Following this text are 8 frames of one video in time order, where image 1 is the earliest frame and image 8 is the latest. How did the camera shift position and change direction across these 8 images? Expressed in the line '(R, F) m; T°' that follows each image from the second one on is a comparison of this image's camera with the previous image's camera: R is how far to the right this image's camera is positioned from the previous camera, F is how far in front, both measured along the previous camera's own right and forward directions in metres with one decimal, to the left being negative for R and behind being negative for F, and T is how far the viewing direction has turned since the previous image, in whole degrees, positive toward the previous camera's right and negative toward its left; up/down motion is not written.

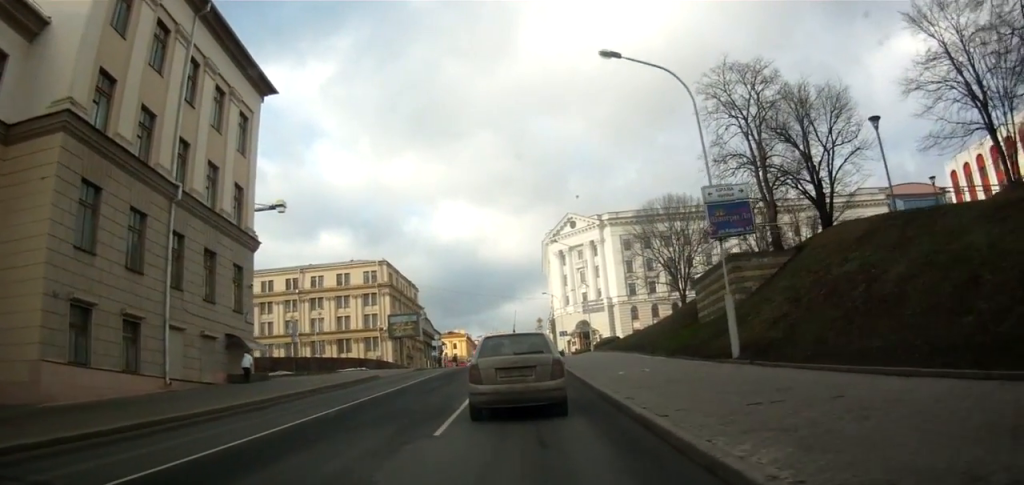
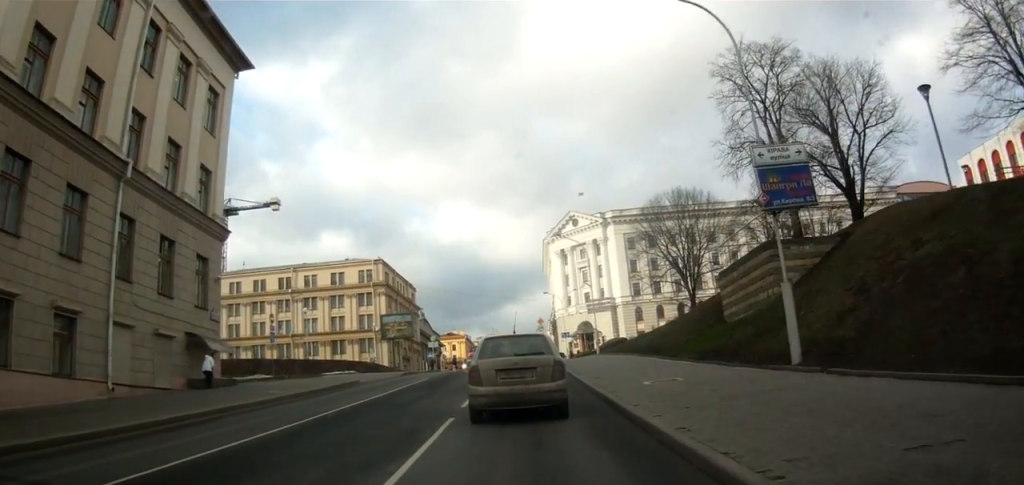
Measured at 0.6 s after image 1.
(-0.1, +3.9) m; -1°
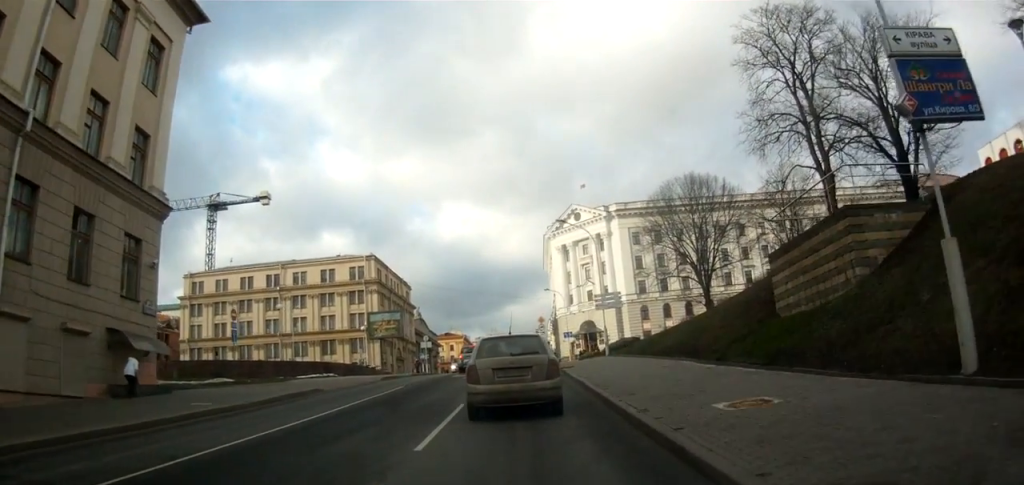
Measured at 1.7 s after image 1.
(0.0, +5.6) m; +1°
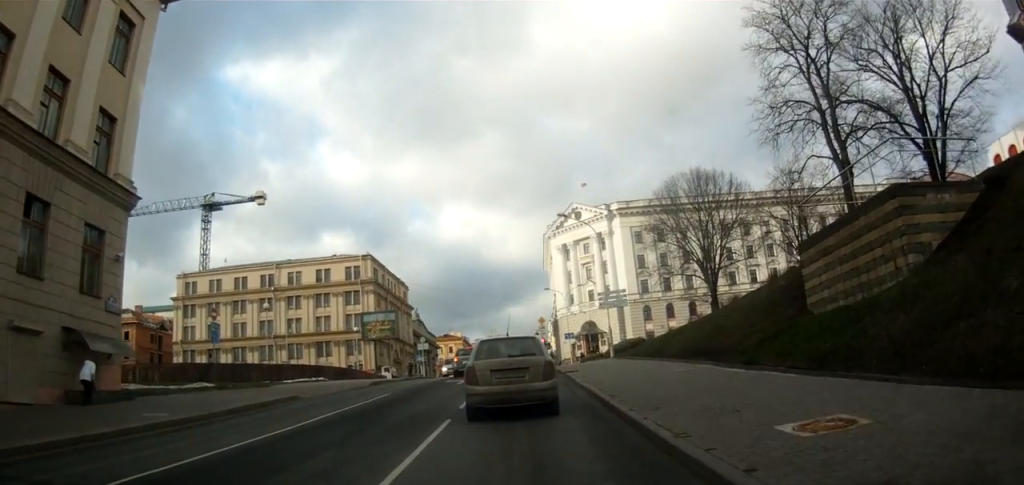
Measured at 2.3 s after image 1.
(+0.1, +2.8) m; +2°
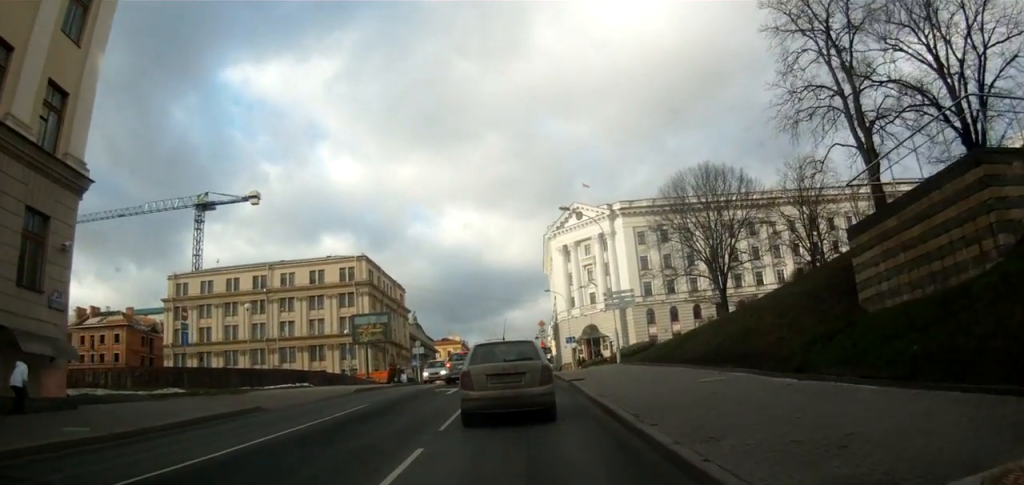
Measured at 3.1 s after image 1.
(0.0, +3.2) m; -2°
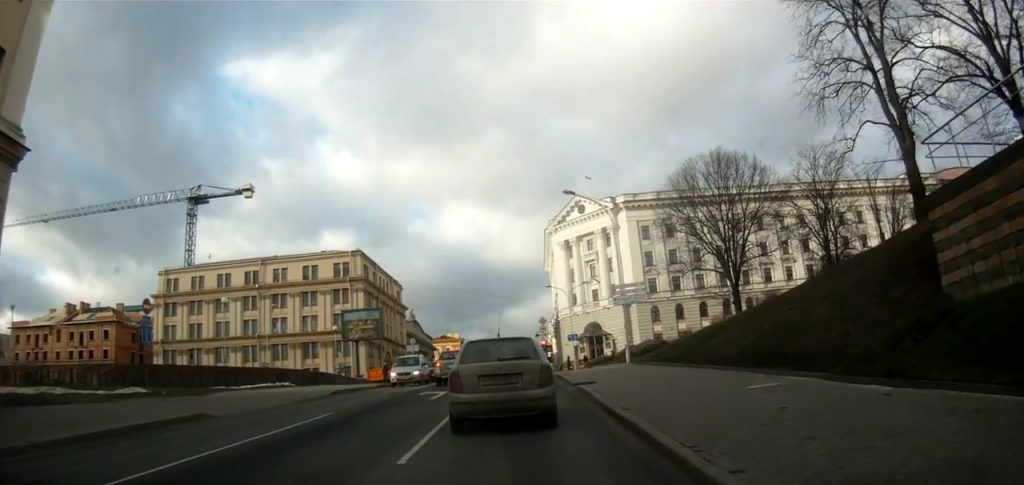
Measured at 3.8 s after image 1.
(-0.1, +2.8) m; -2°
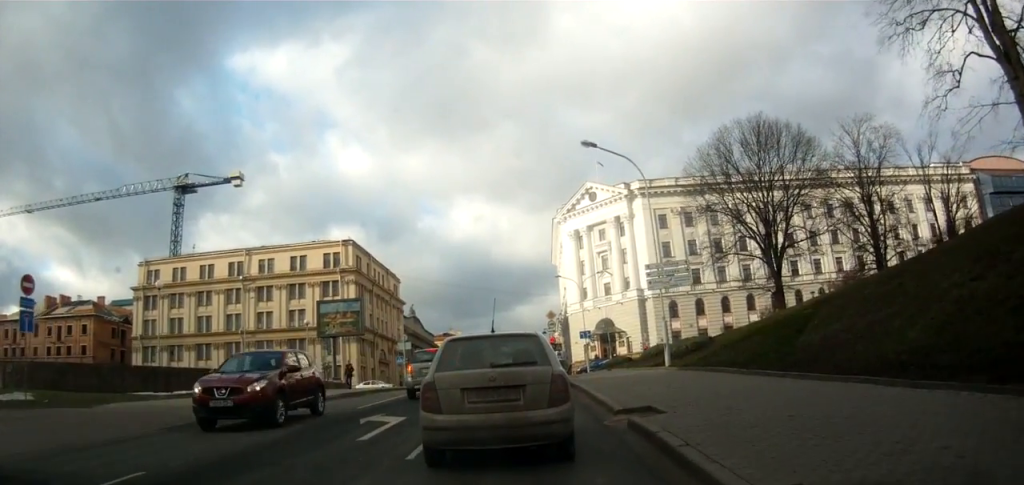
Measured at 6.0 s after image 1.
(-0.5, +7.0) m; -3°
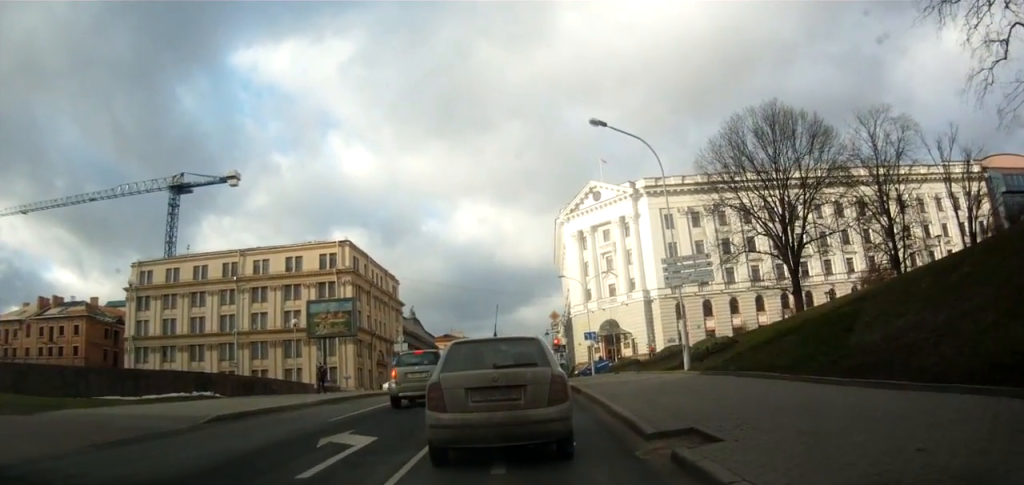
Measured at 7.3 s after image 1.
(+0.5, +3.1) m; +1°
